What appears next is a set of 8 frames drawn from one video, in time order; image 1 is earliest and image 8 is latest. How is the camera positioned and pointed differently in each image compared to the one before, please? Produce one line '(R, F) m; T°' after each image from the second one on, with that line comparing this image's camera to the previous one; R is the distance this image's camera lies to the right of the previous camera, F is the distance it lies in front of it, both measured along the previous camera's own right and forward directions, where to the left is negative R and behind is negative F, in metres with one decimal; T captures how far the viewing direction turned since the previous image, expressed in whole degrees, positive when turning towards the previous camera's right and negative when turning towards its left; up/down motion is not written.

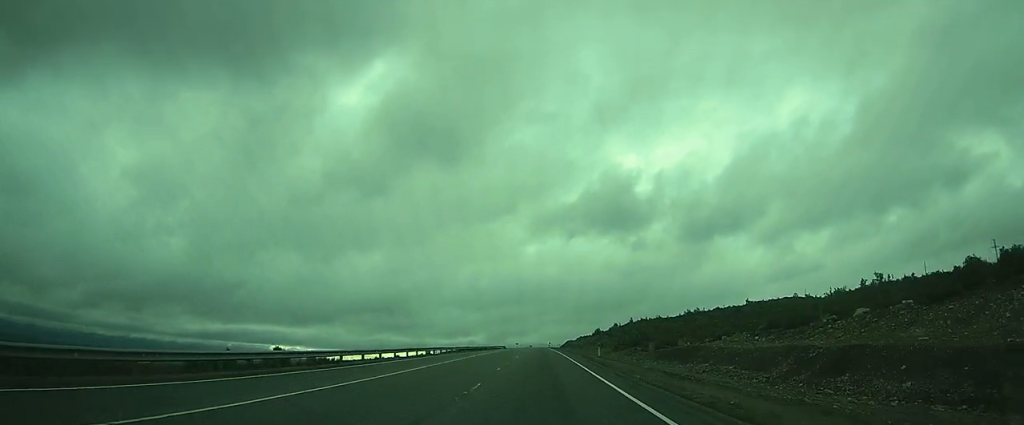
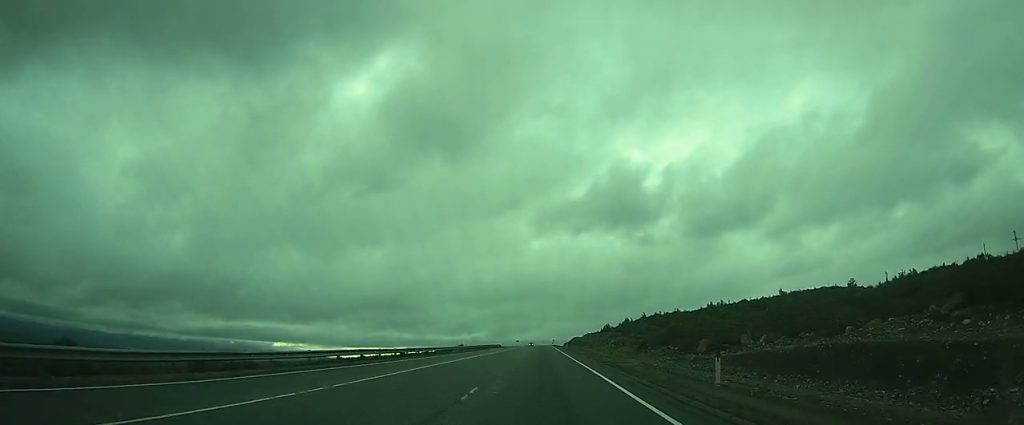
(0.0, +29.3) m; 0°
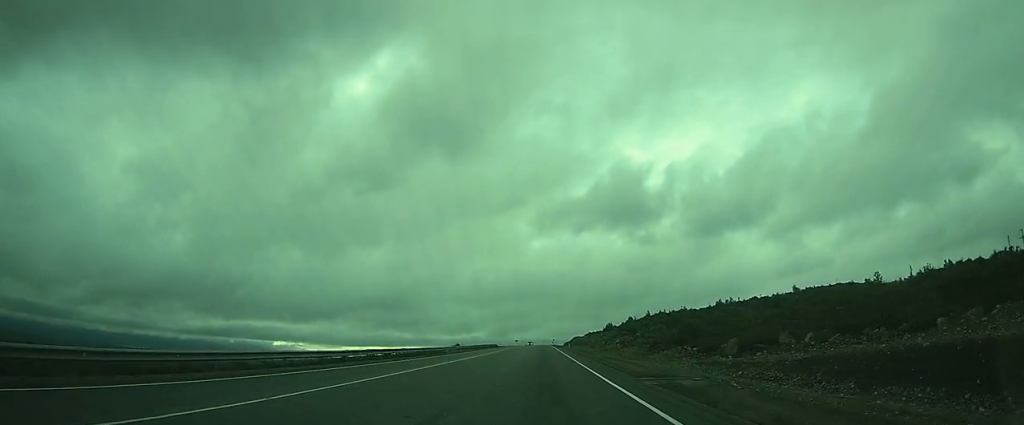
(0.0, +10.8) m; 0°
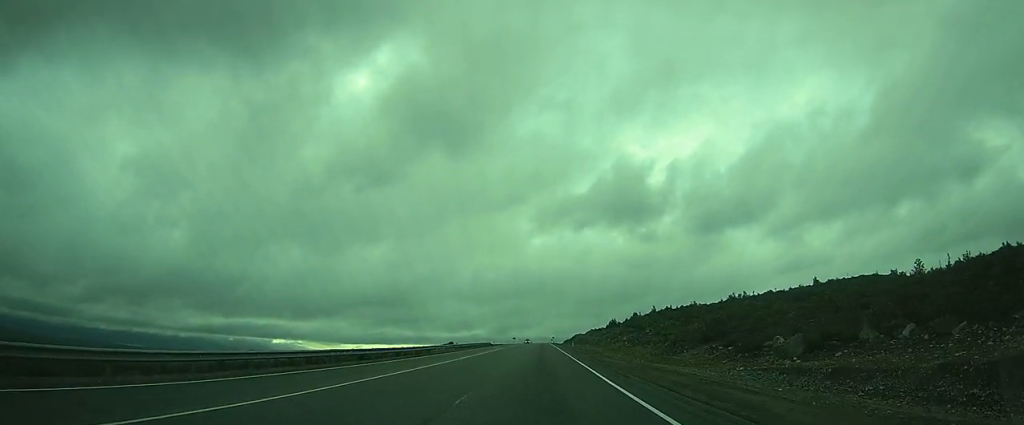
(0.0, +14.8) m; 0°
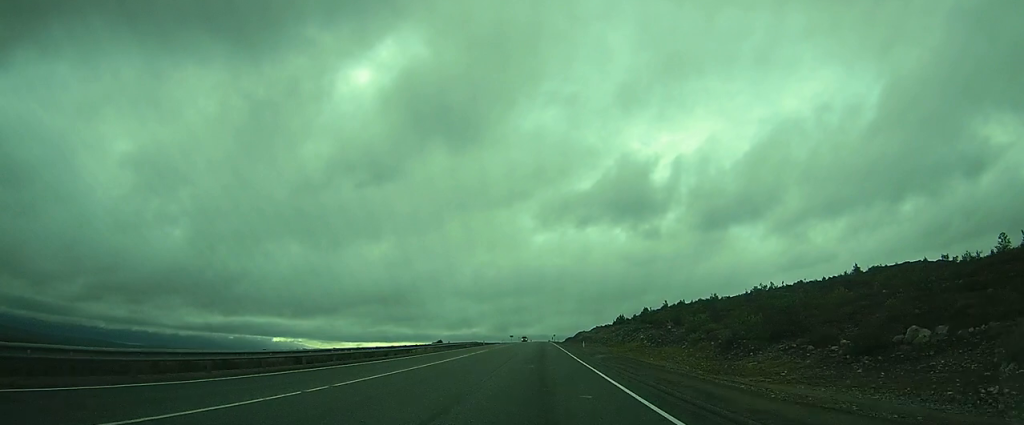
(0.0, +22.9) m; 0°
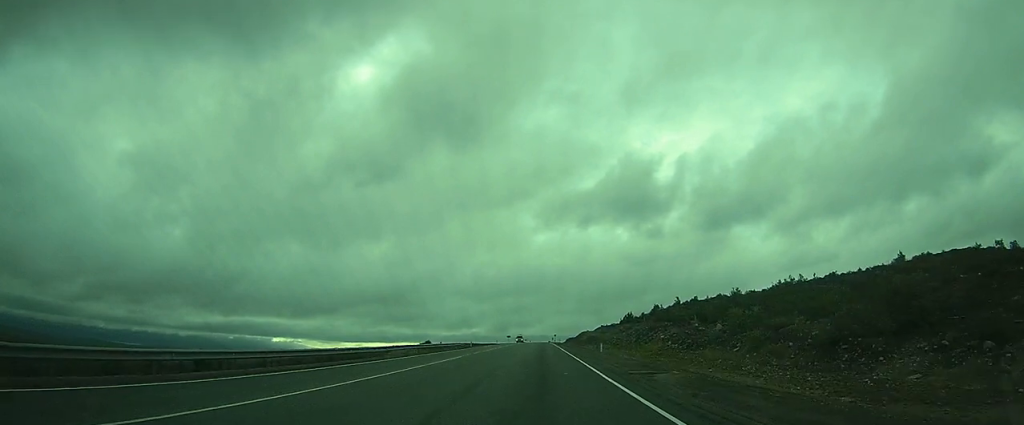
(0.0, +19.5) m; 0°
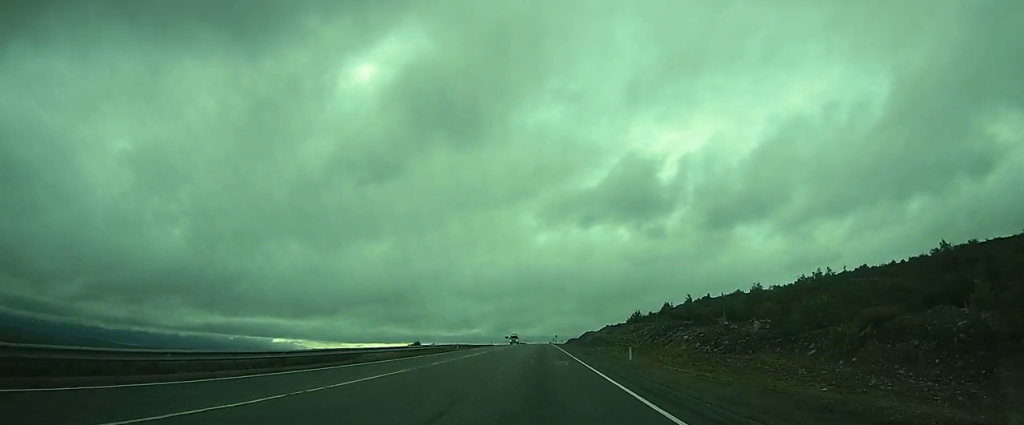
(0.0, +14.9) m; 0°
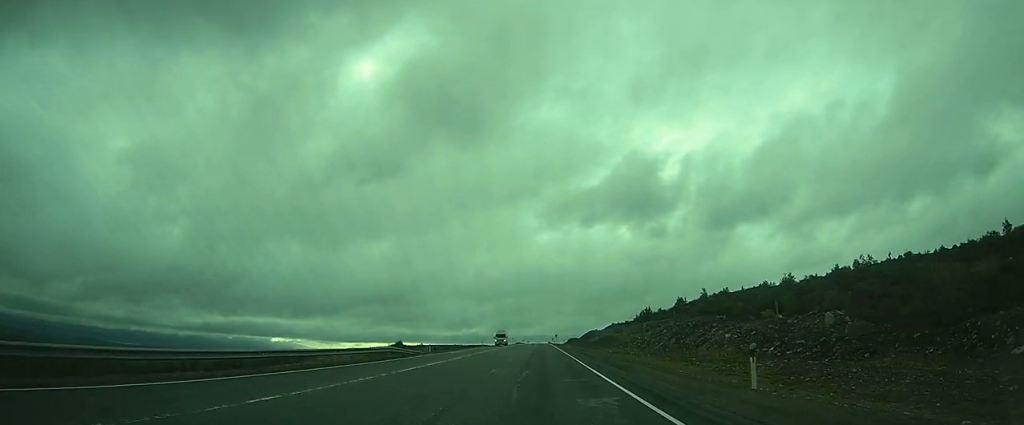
(0.0, +18.4) m; 0°
